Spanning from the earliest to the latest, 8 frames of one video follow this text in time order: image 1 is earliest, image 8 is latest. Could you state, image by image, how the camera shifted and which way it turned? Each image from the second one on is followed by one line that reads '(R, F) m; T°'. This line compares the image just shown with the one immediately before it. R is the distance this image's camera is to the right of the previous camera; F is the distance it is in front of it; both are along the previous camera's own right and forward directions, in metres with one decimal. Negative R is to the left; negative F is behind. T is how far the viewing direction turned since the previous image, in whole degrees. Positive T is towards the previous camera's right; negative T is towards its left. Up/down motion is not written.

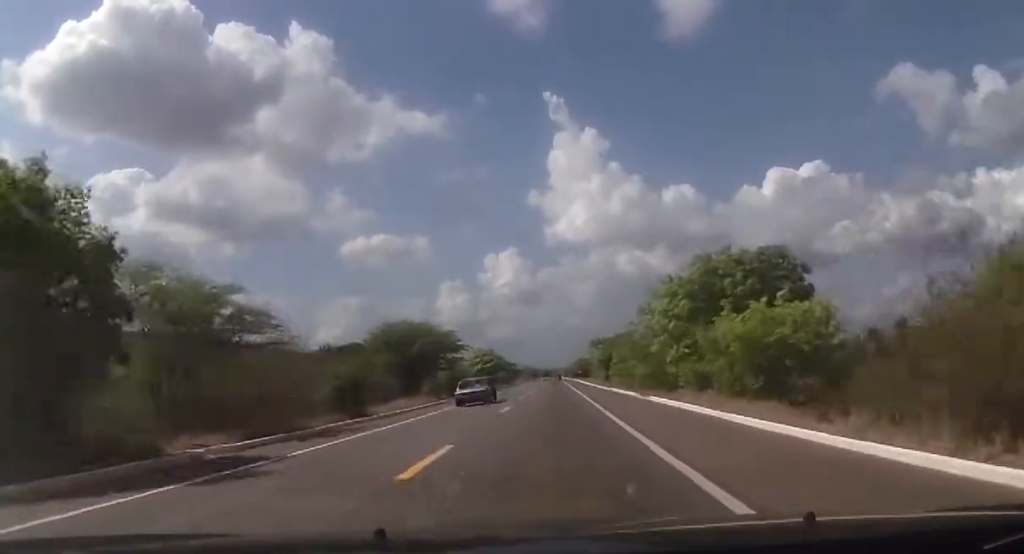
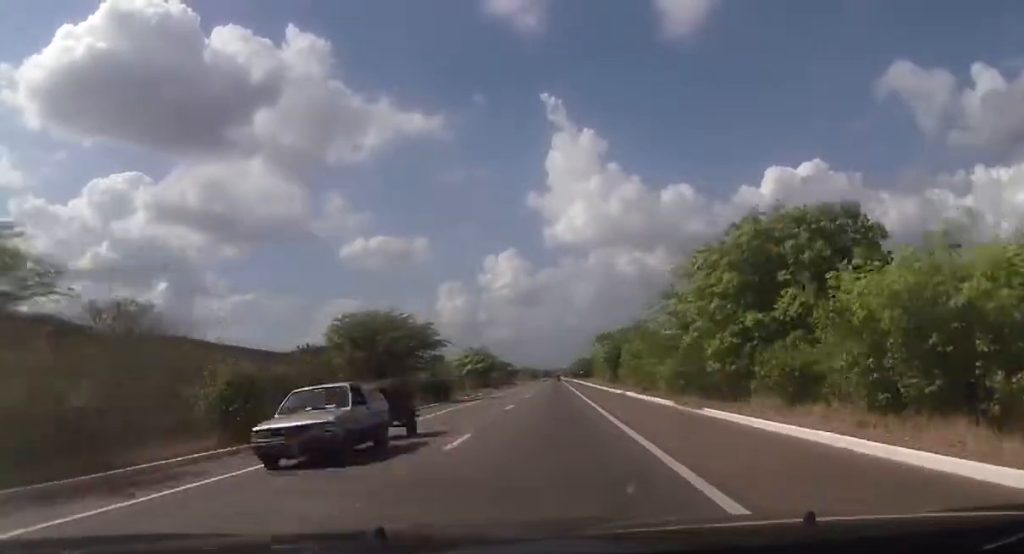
(+0.1, +11.9) m; 0°
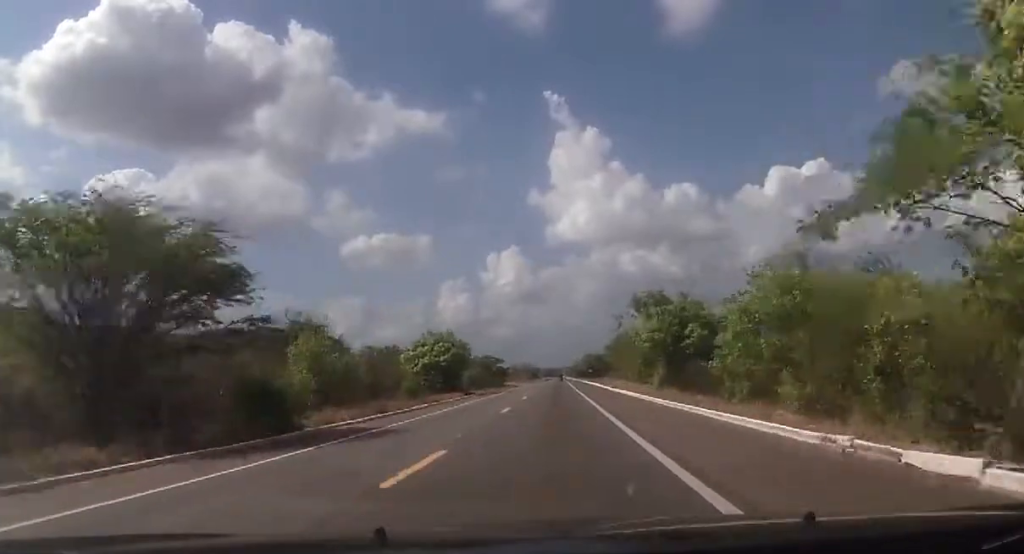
(-0.2, +36.4) m; 0°
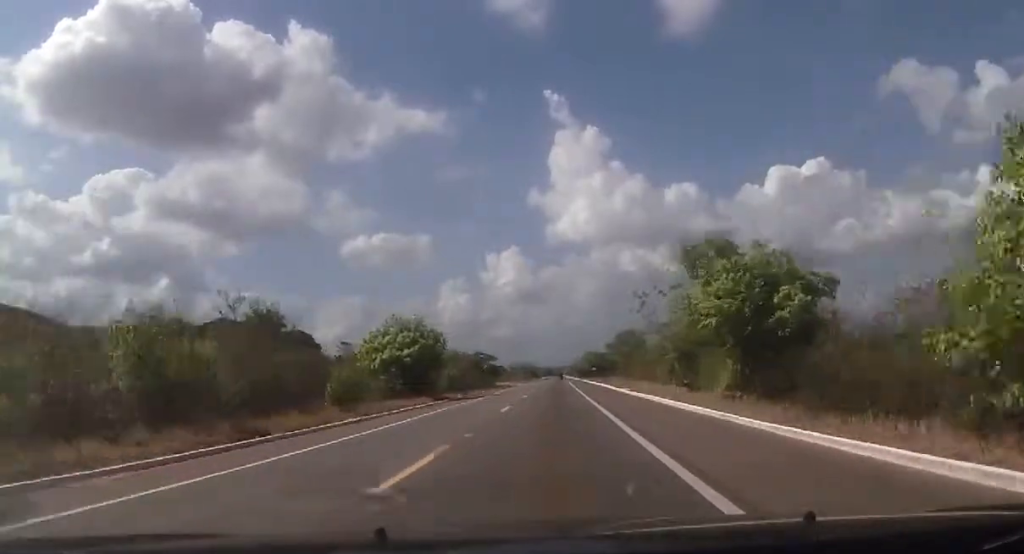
(+0.1, +16.1) m; 0°
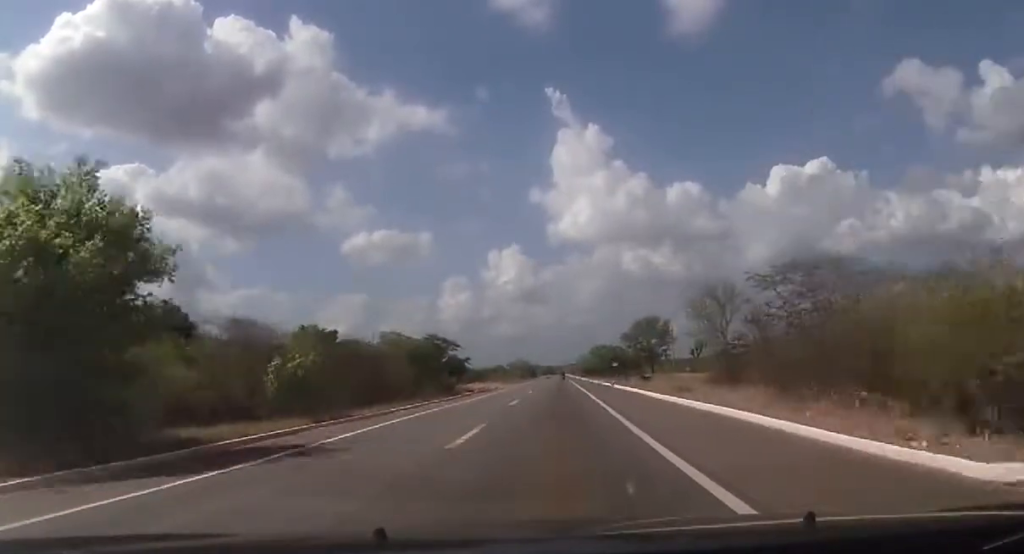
(-0.4, +42.5) m; -1°
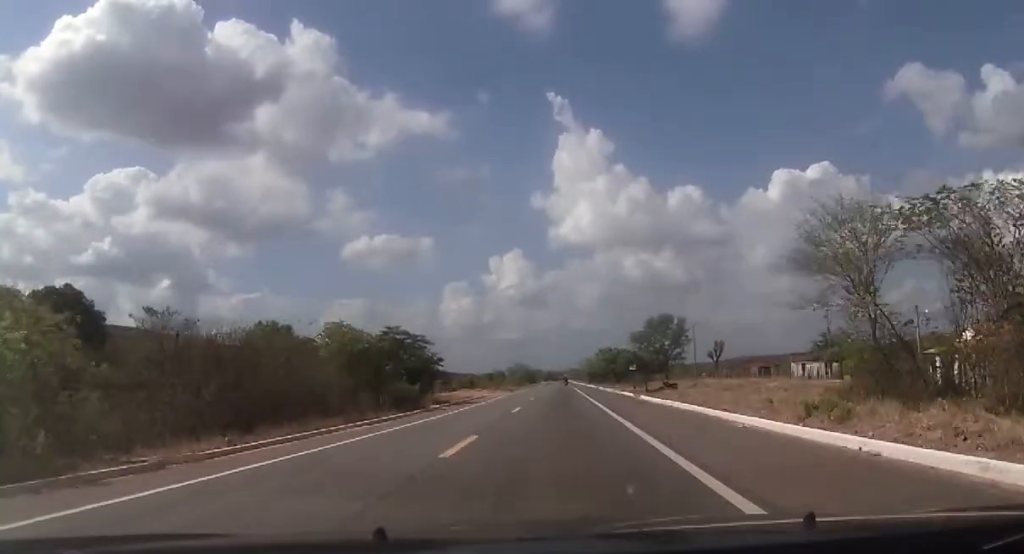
(-0.4, +17.6) m; 0°
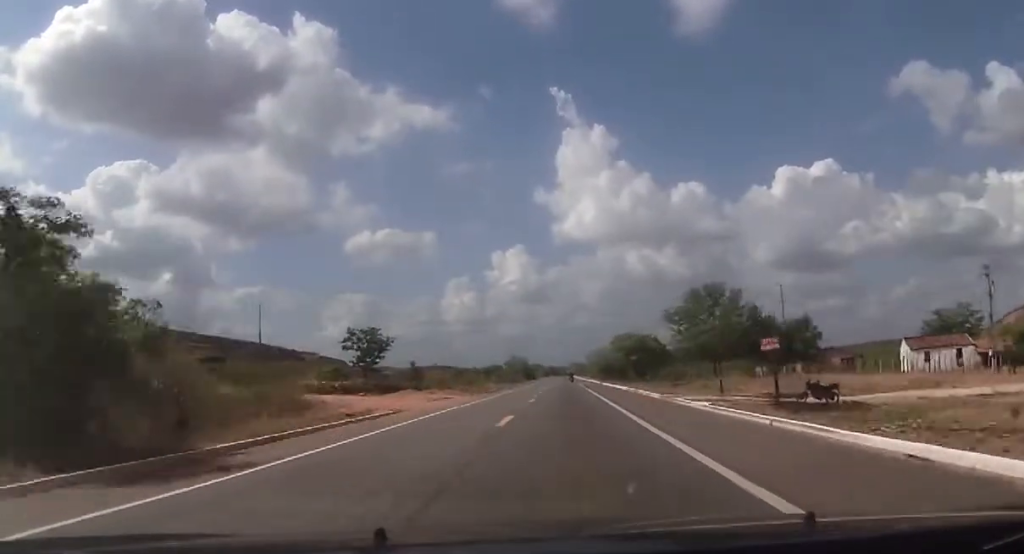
(+1.0, +41.7) m; +1°
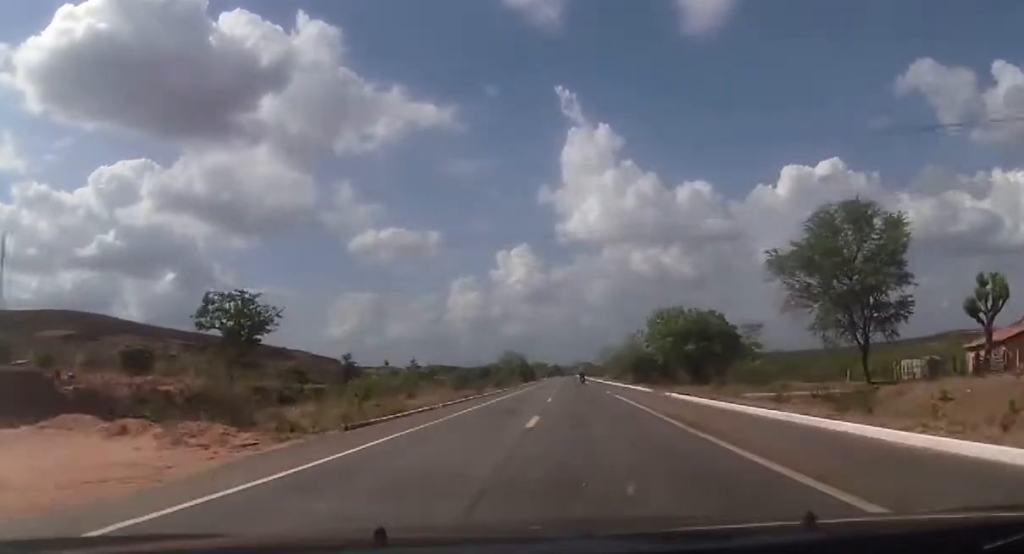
(-0.7, +48.2) m; -2°
